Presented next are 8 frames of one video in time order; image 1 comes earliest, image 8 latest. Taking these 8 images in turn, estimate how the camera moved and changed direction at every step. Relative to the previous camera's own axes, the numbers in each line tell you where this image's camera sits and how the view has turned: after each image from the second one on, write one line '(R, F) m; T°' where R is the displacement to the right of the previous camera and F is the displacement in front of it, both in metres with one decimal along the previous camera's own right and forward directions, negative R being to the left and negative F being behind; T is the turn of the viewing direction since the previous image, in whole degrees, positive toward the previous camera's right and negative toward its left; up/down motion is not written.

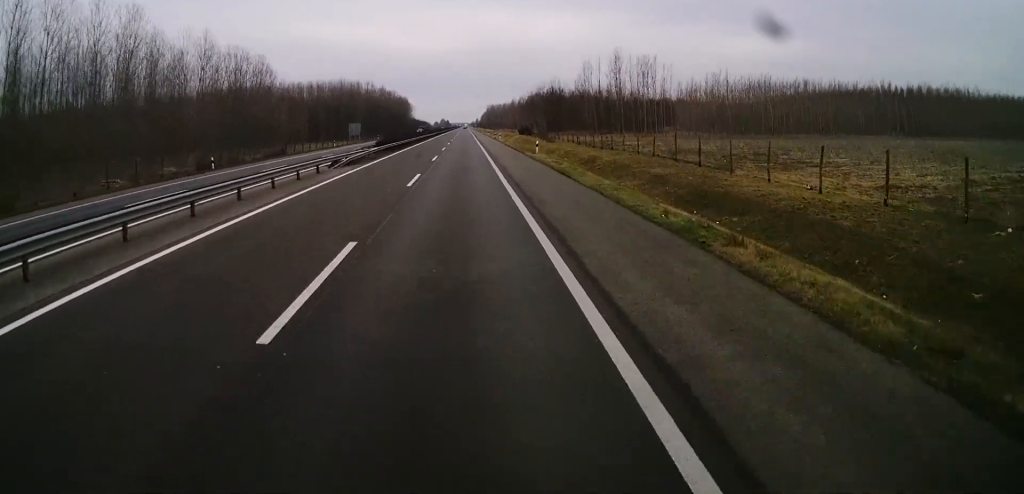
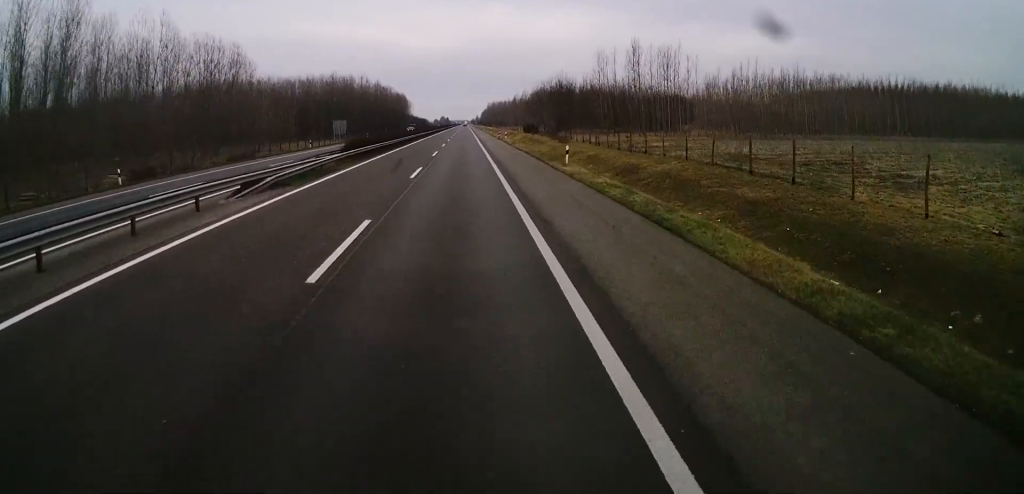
(-0.1, +15.3) m; 0°
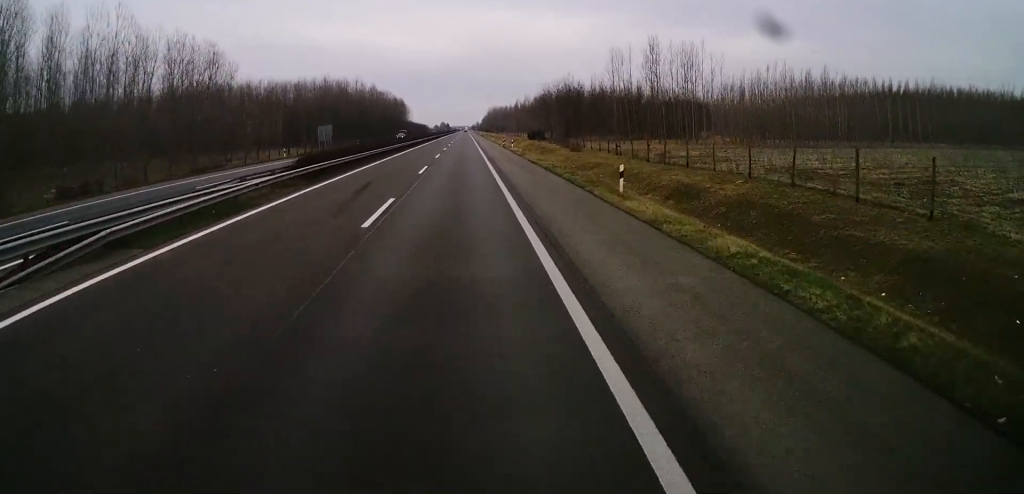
(+0.2, +12.3) m; 0°
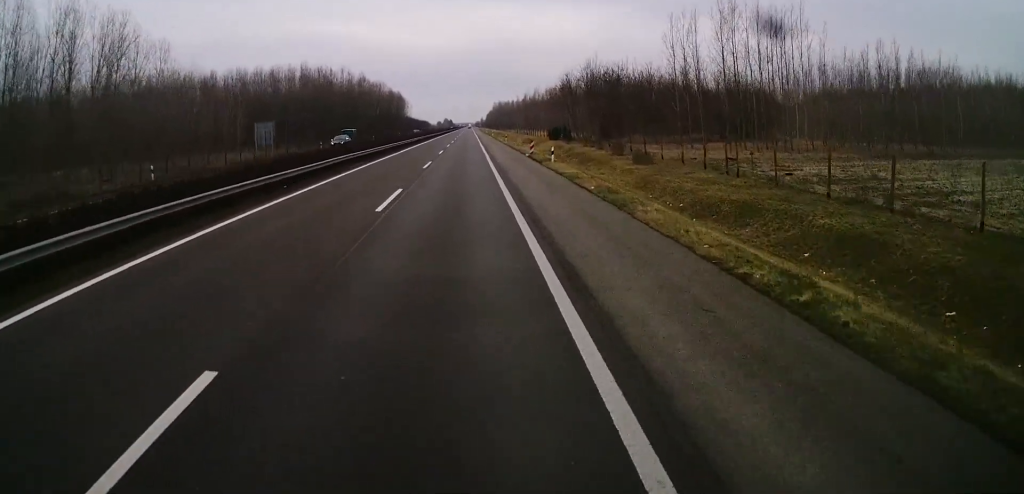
(-0.5, +32.9) m; 0°
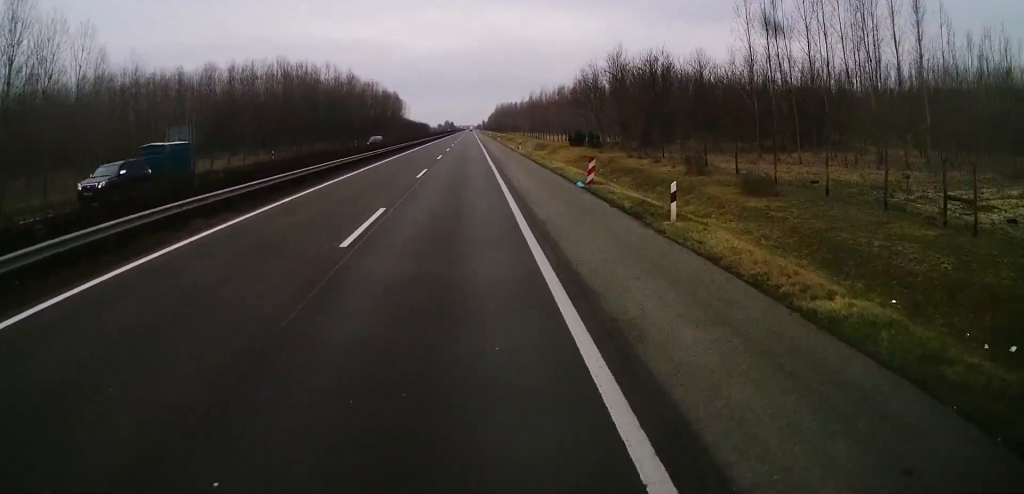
(+0.5, +22.9) m; +1°
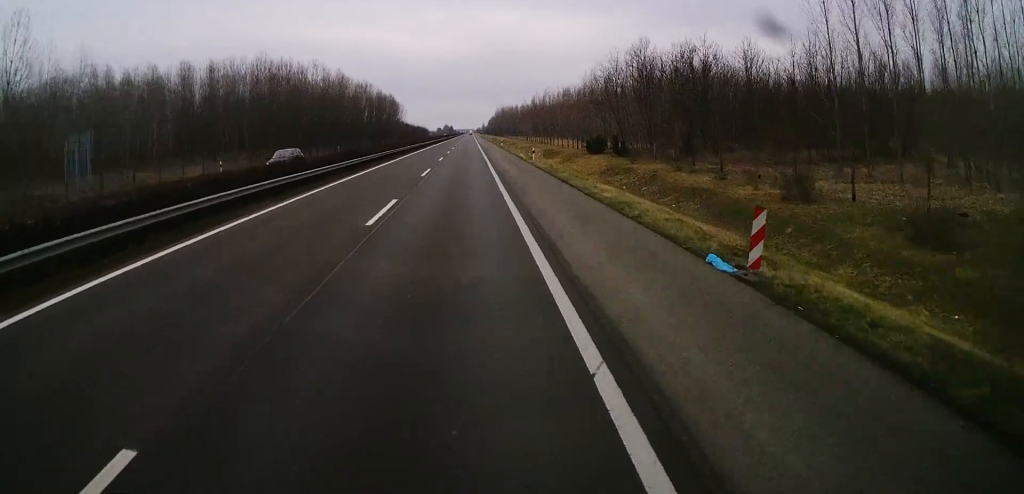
(0.0, +14.5) m; -1°
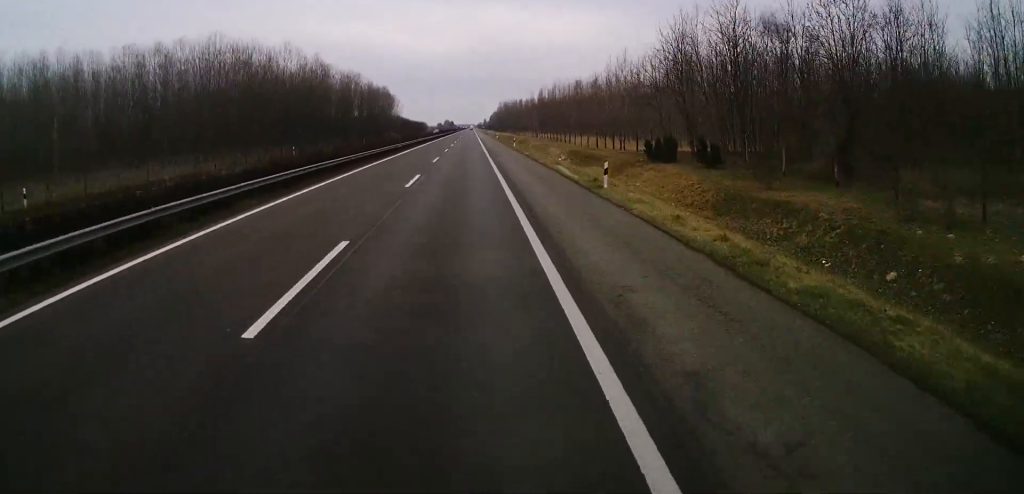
(-0.3, +26.8) m; -1°
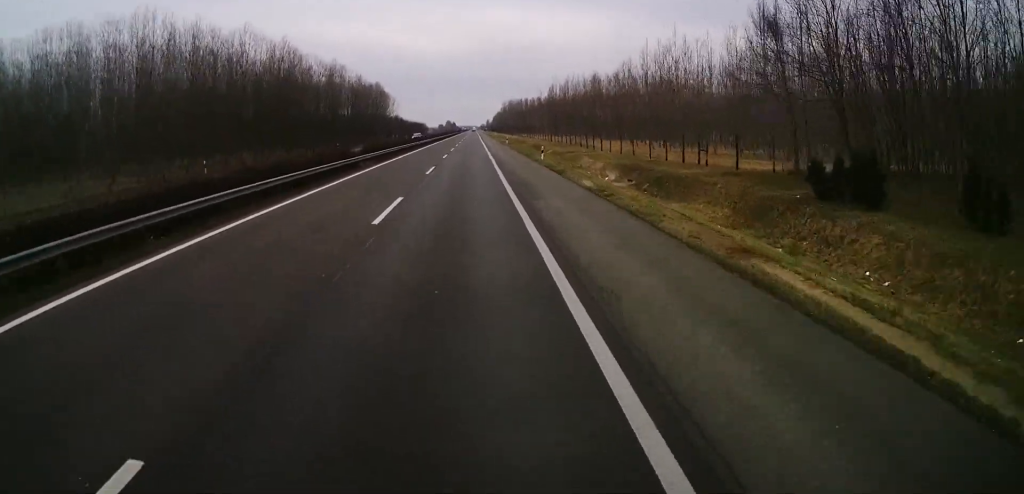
(0.0, +26.7) m; 0°
